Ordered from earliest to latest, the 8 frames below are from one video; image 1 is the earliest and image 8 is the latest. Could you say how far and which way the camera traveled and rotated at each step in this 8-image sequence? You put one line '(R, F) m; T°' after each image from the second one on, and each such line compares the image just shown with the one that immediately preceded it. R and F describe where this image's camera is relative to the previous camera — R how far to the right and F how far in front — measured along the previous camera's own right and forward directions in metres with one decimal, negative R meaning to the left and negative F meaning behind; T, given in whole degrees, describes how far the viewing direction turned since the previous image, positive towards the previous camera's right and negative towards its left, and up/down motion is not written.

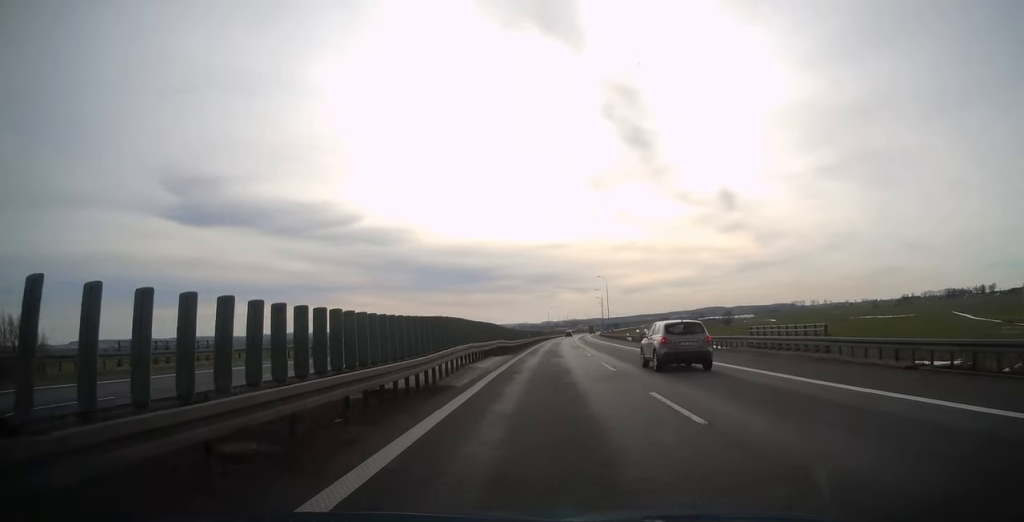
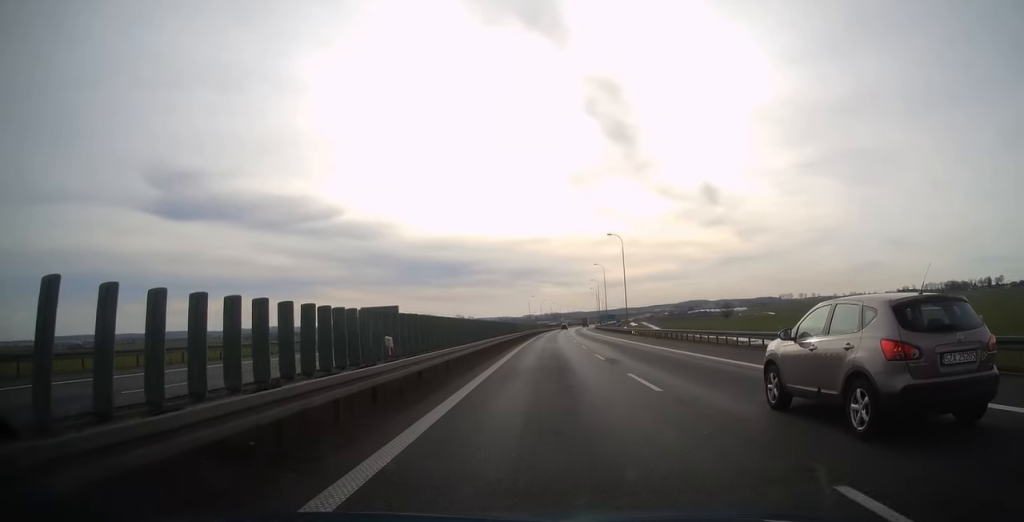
(+0.6, +55.1) m; +1°
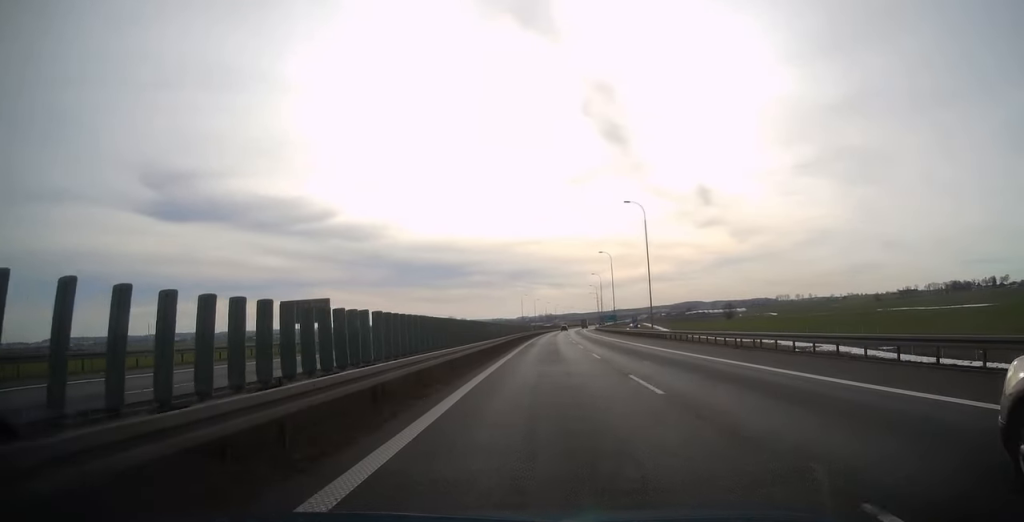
(+0.1, +23.9) m; +1°
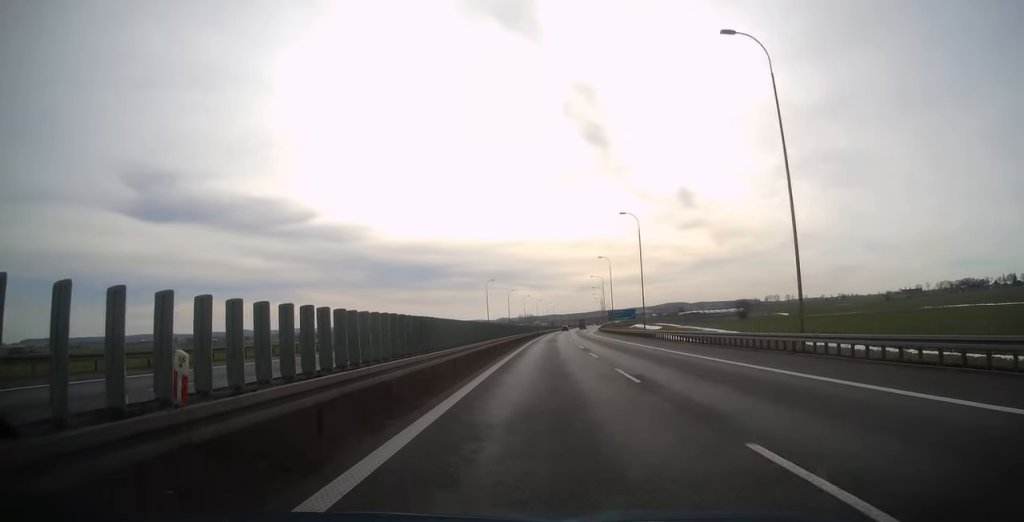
(+1.2, +84.2) m; +2°
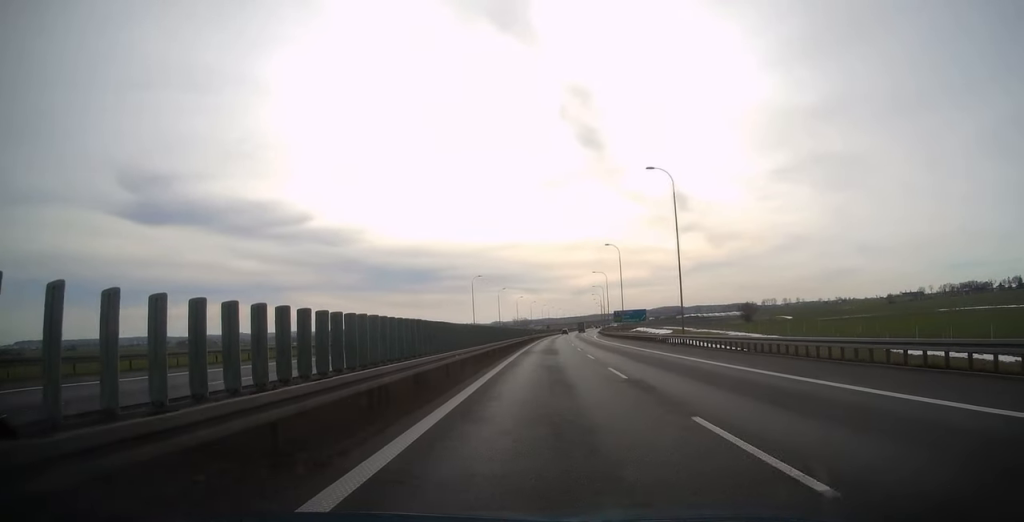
(+0.2, +21.5) m; +1°
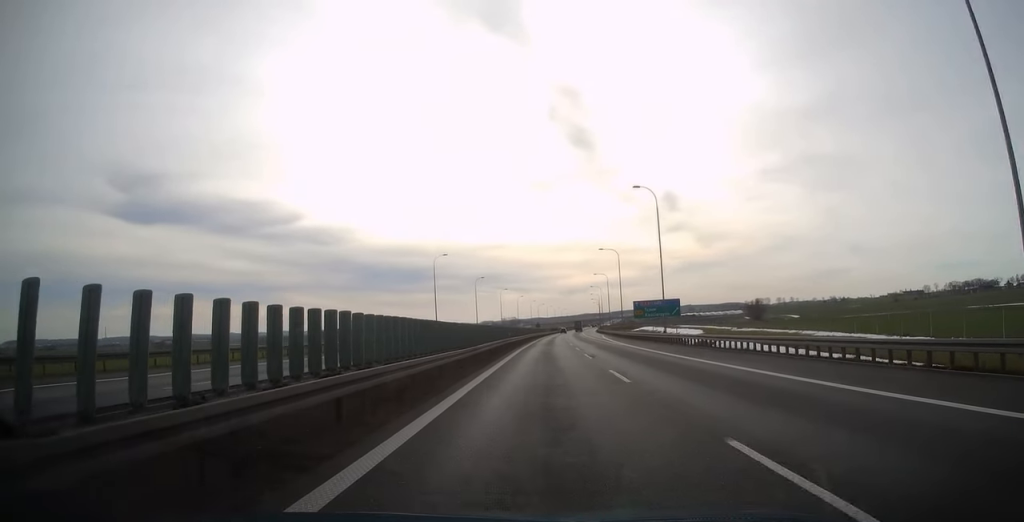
(+0.3, +37.6) m; +1°
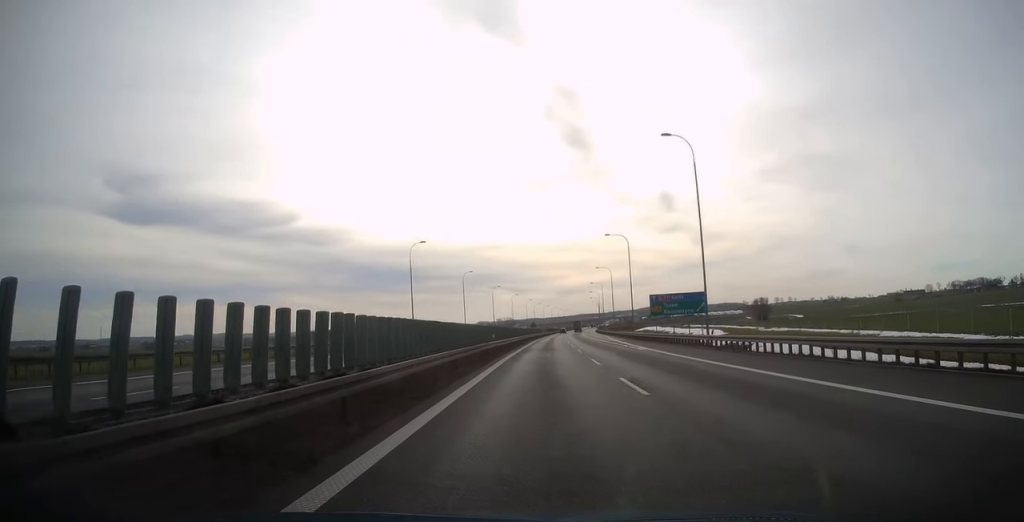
(0.0, +15.5) m; 0°
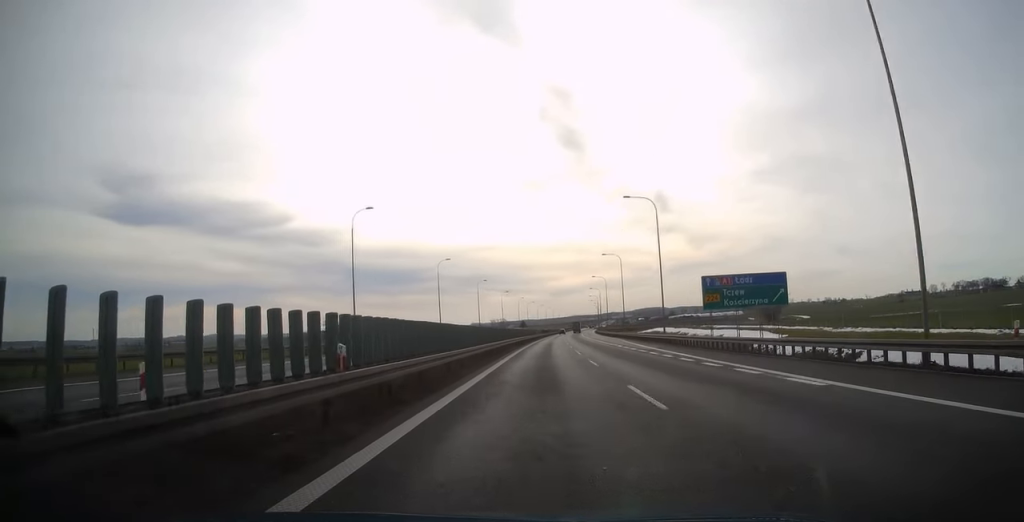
(0.0, +24.4) m; +1°
